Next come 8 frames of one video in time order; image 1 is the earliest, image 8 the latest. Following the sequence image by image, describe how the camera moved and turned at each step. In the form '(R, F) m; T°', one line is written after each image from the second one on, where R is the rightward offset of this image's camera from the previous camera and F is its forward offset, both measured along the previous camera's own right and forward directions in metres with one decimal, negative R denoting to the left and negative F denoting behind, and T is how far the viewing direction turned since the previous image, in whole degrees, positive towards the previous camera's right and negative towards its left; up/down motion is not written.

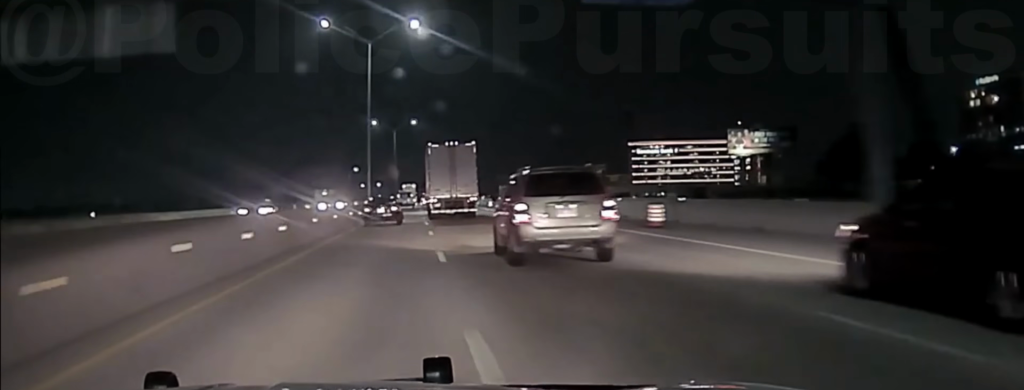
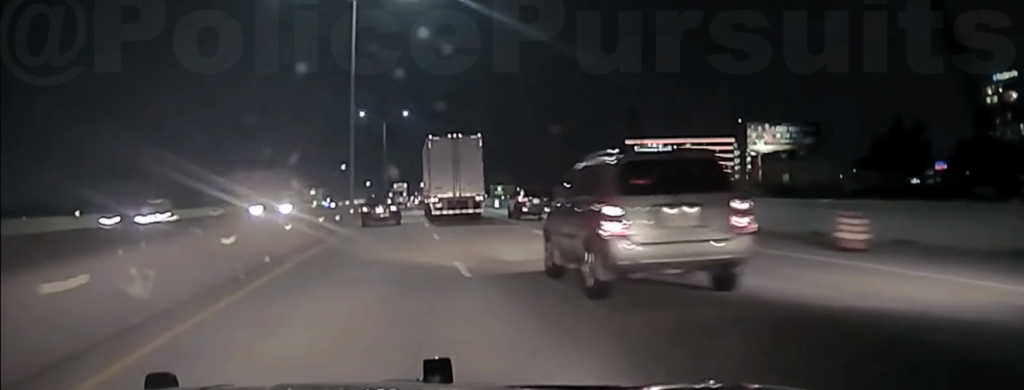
(-0.1, +15.2) m; 0°
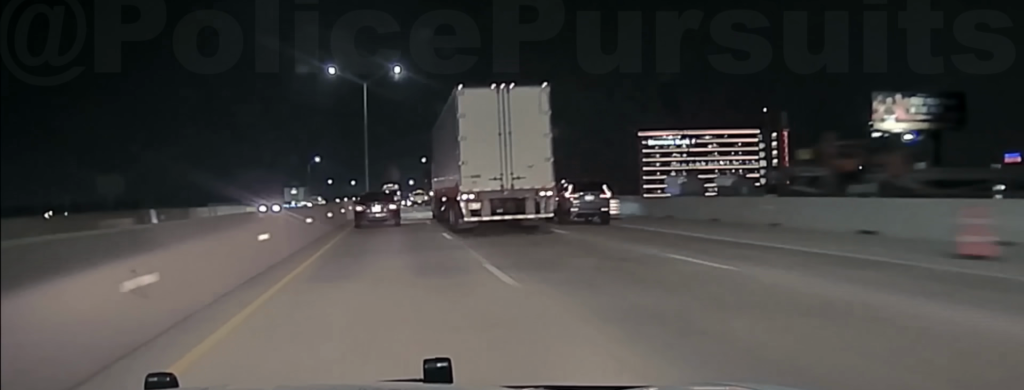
(+0.3, +52.2) m; +1°
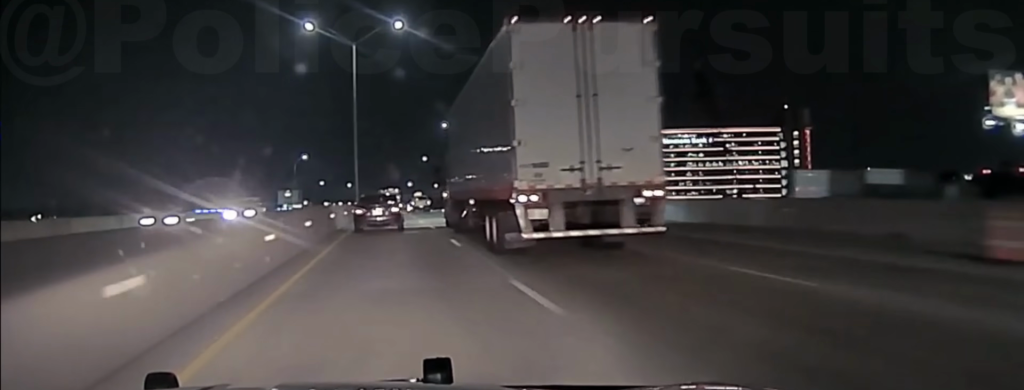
(+0.2, +29.2) m; +1°
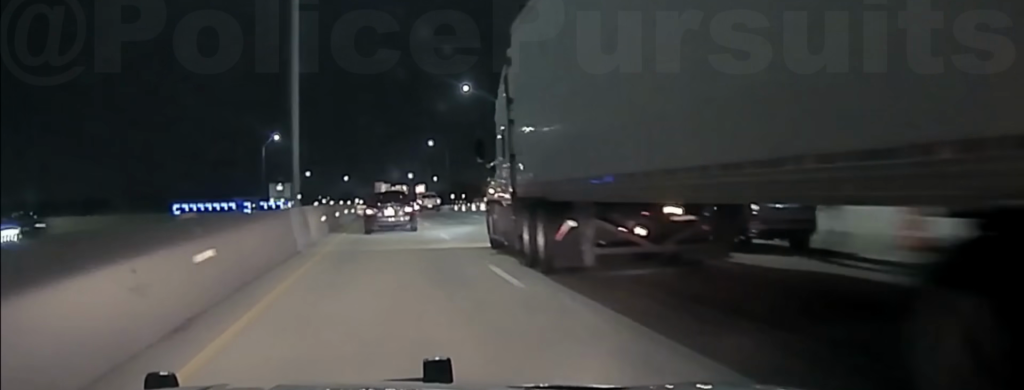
(+0.3, +50.1) m; +1°
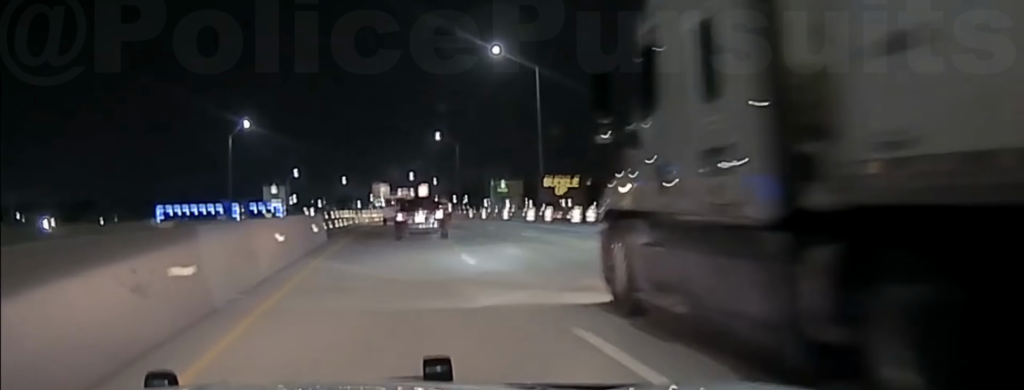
(+0.1, +29.8) m; 0°
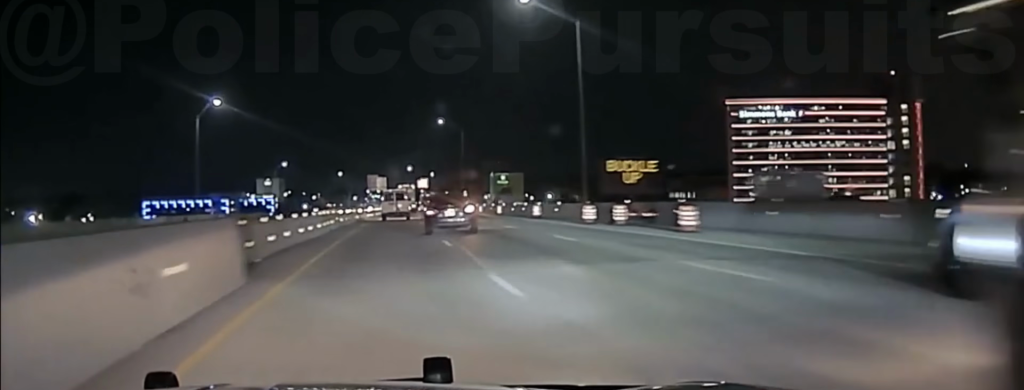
(0.0, +17.6) m; 0°
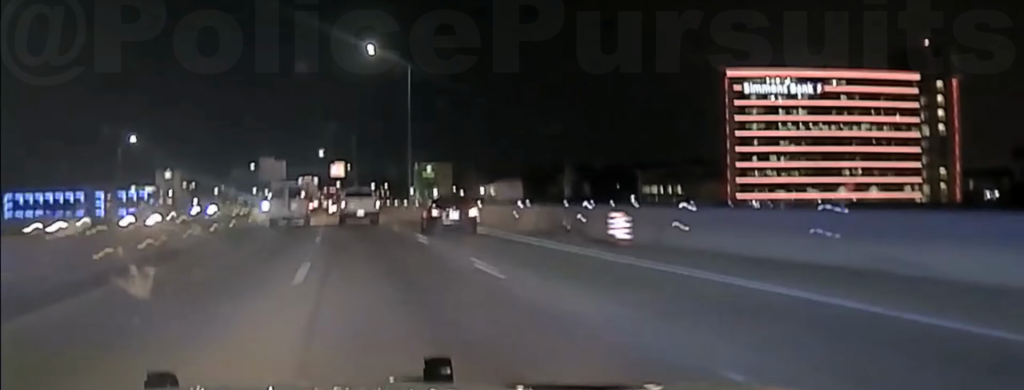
(+1.8, +69.1) m; +3°
